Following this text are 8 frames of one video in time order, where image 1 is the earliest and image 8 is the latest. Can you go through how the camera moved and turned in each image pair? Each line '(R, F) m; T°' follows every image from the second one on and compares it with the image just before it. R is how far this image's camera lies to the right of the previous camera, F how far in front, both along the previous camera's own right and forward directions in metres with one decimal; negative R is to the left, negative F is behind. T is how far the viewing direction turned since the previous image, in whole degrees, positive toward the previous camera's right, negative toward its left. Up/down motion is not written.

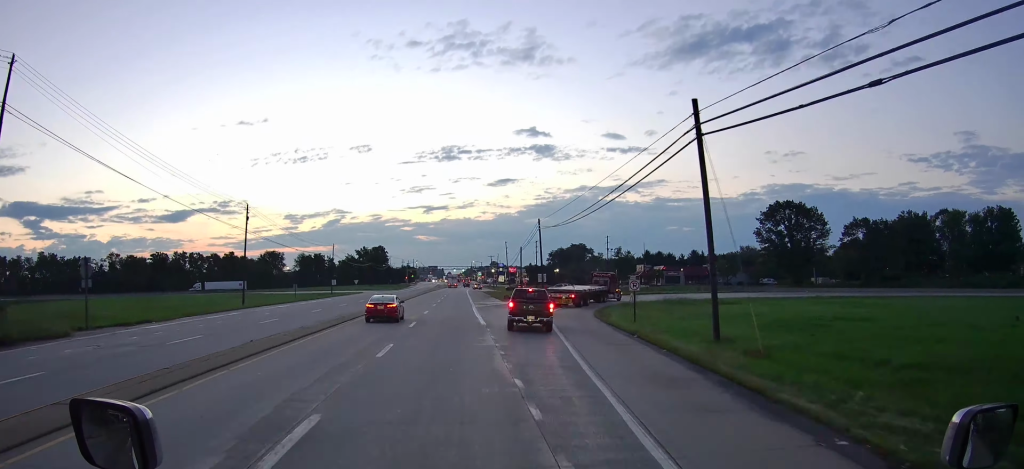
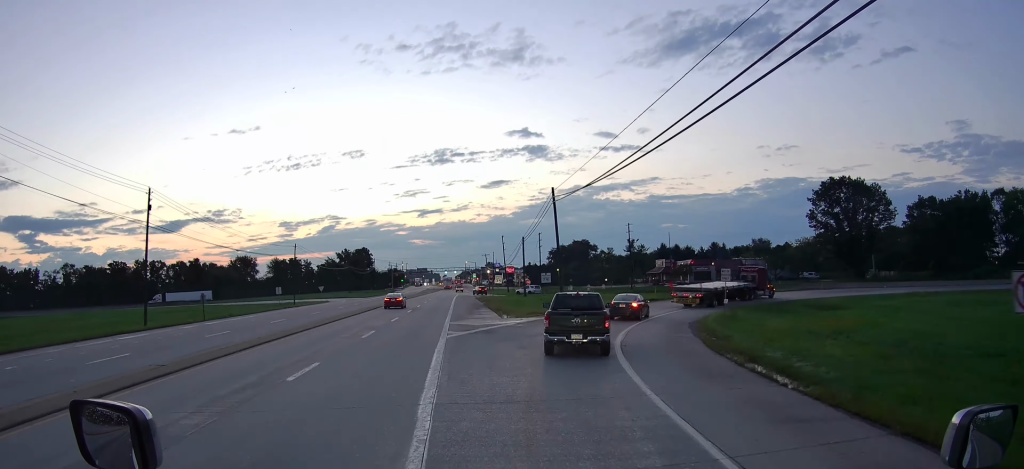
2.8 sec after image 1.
(+1.5, +26.4) m; +6°
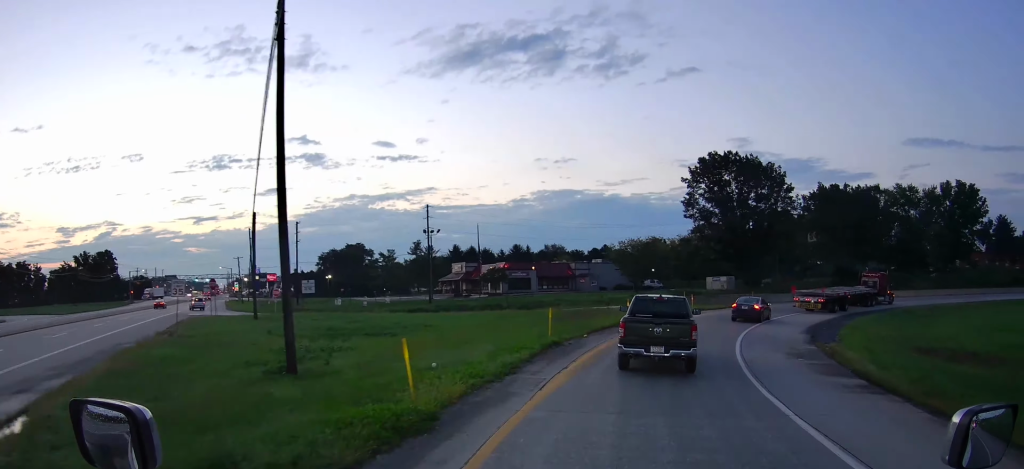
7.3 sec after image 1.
(+5.2, +39.1) m; +21°
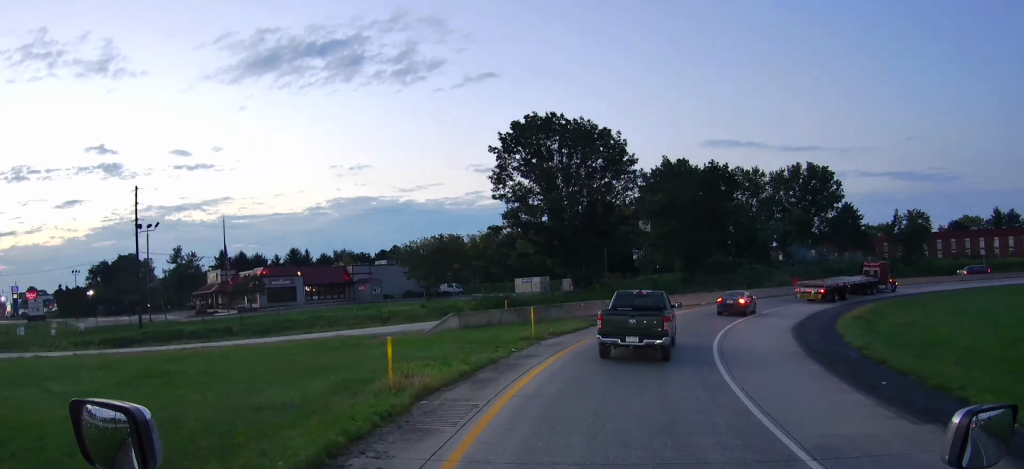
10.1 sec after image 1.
(+3.8, +22.8) m; +20°
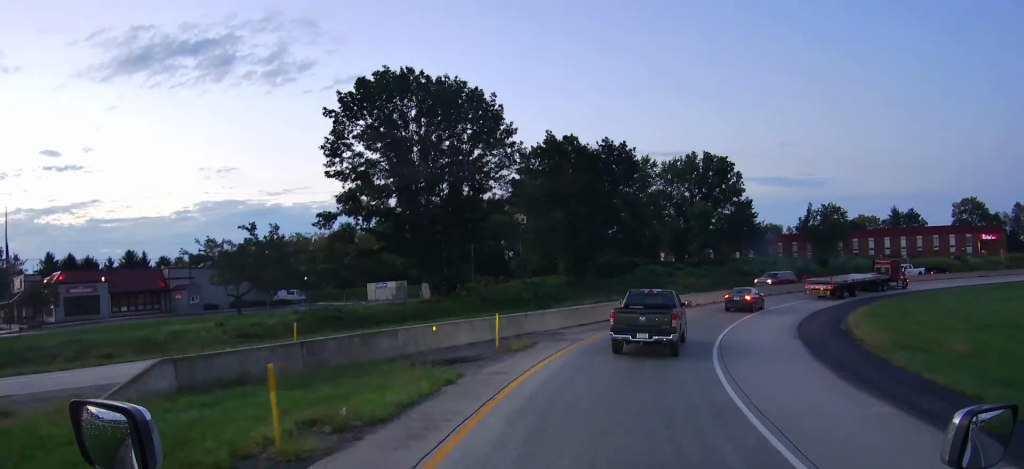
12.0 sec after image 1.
(+1.7, +15.8) m; +14°
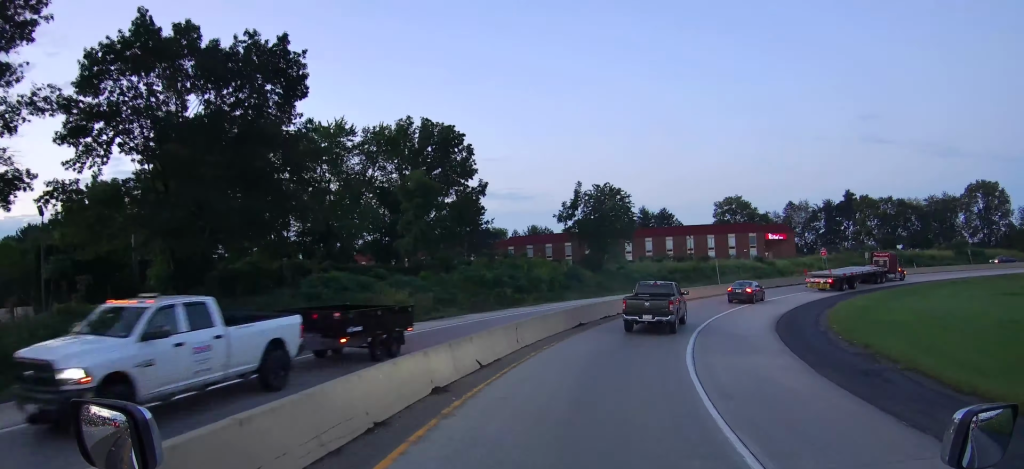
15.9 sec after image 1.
(+7.0, +32.8) m; +22°
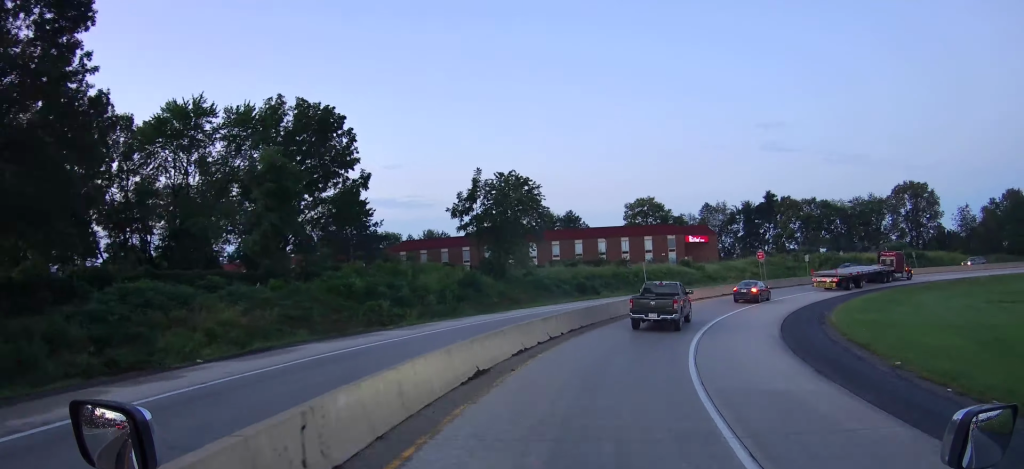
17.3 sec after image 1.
(+0.7, +12.5) m; +9°
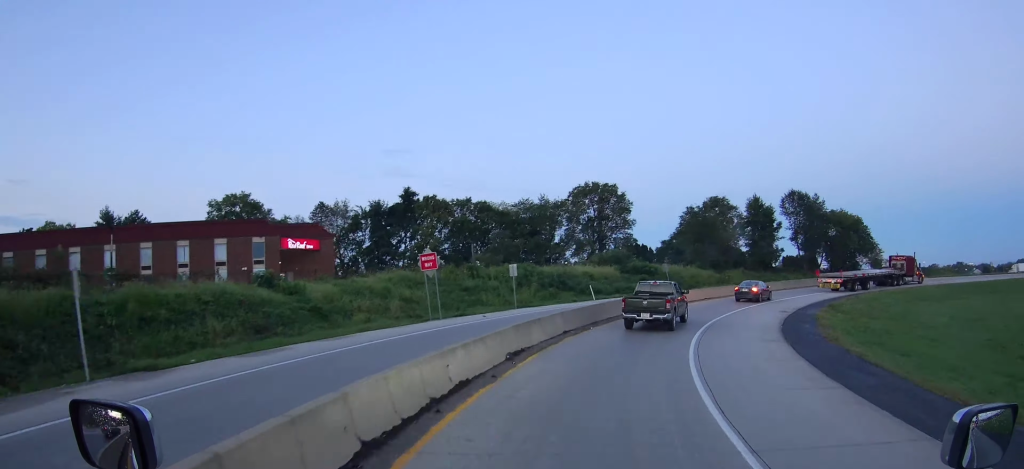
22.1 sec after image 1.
(+12.0, +40.7) m; +34°
